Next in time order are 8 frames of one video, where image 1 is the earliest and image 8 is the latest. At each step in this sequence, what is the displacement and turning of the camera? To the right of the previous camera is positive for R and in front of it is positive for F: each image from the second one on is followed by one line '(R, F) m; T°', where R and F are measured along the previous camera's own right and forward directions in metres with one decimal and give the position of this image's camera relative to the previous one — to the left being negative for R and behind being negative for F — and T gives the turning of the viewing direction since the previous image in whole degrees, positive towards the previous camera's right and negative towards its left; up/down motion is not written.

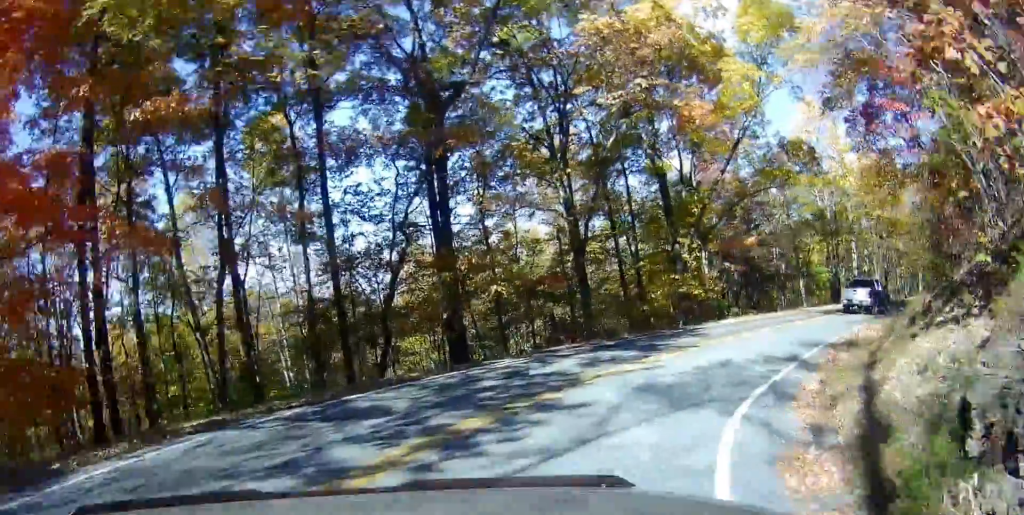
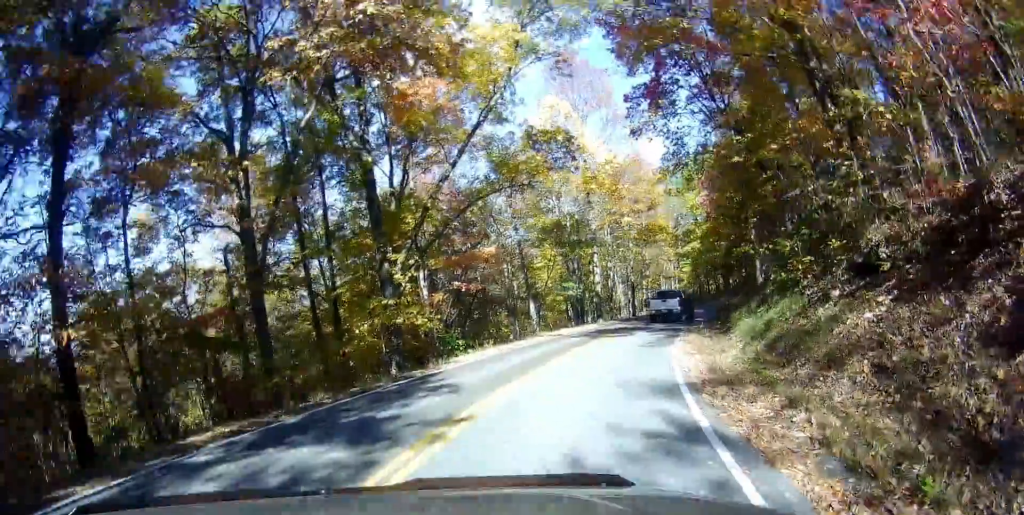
(+2.9, +8.6) m; +33°
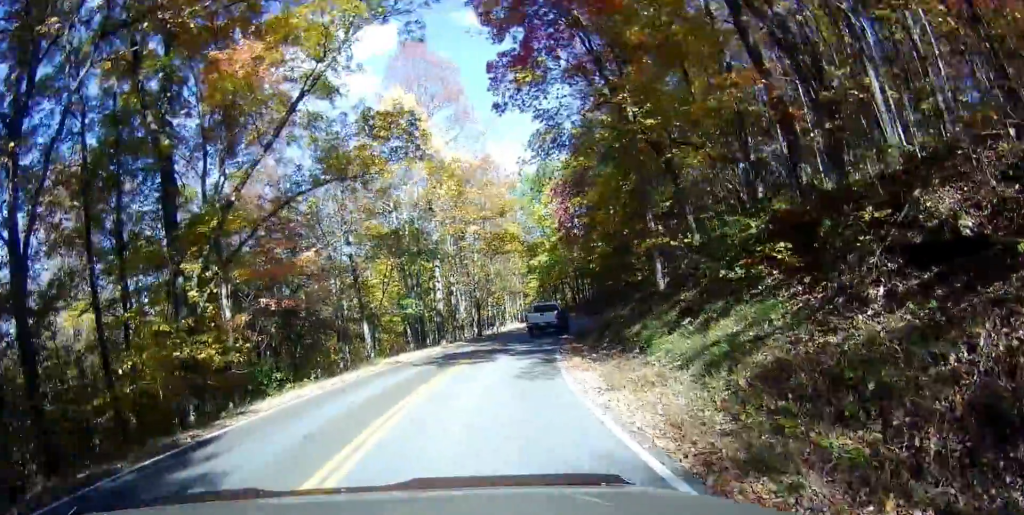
(+1.2, +6.4) m; +12°
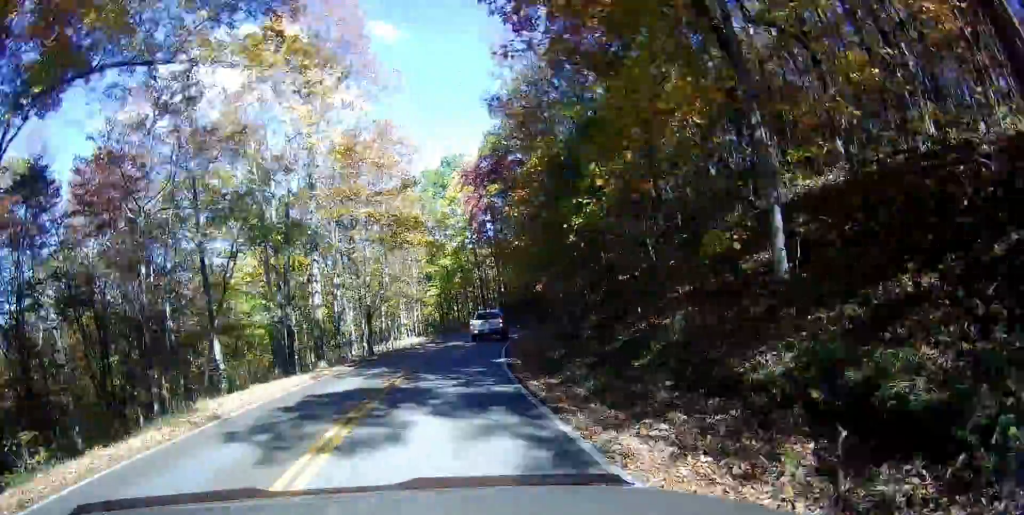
(+0.2, +12.2) m; +11°
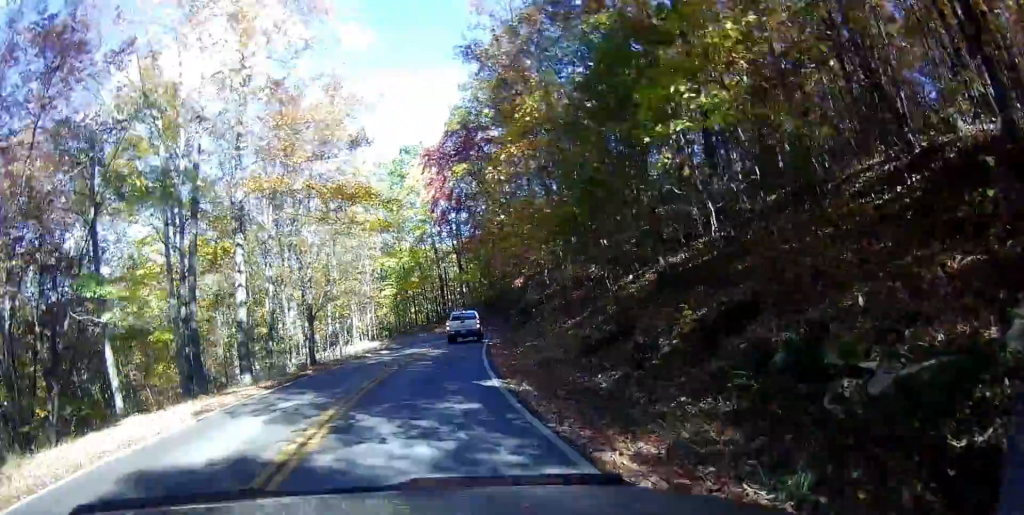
(+1.2, +7.0) m; +11°
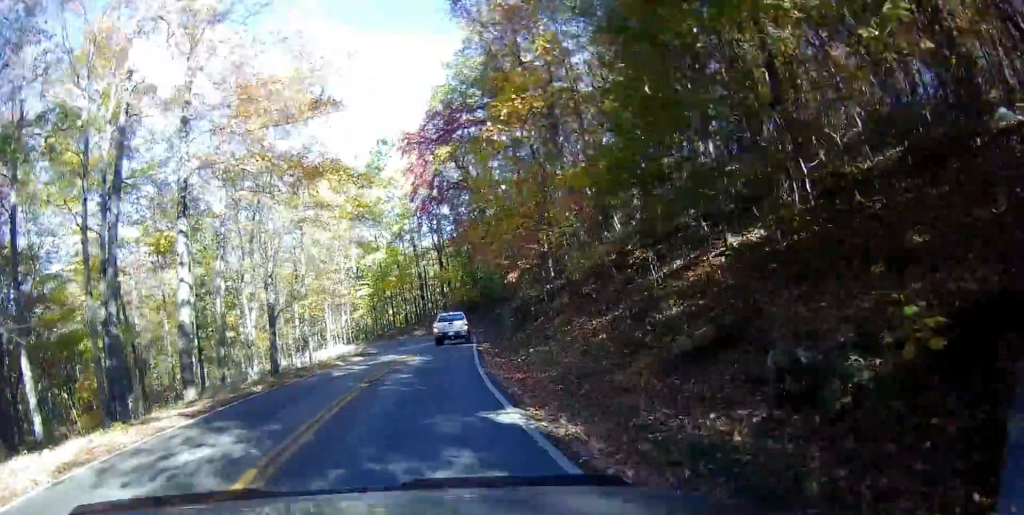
(+0.2, +4.5) m; +3°
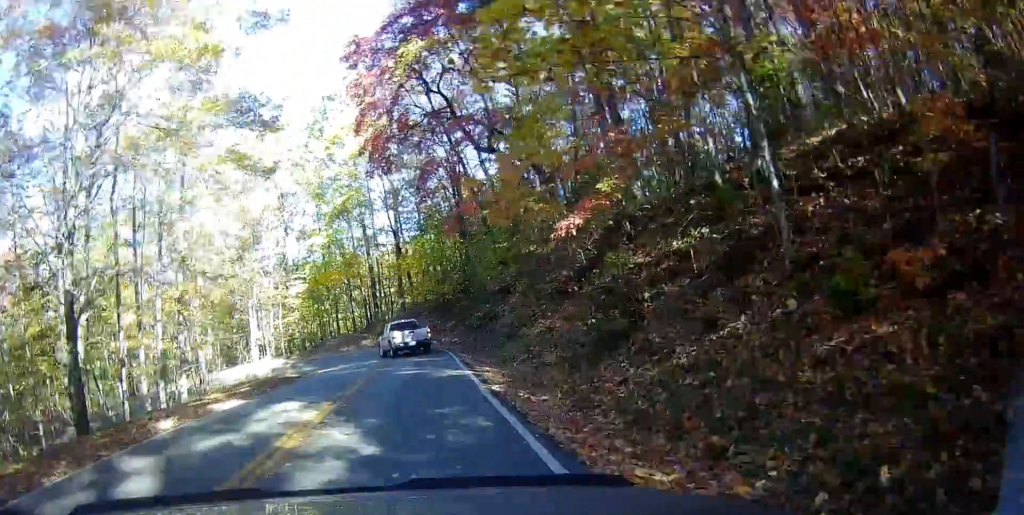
(+1.3, +15.6) m; +9°
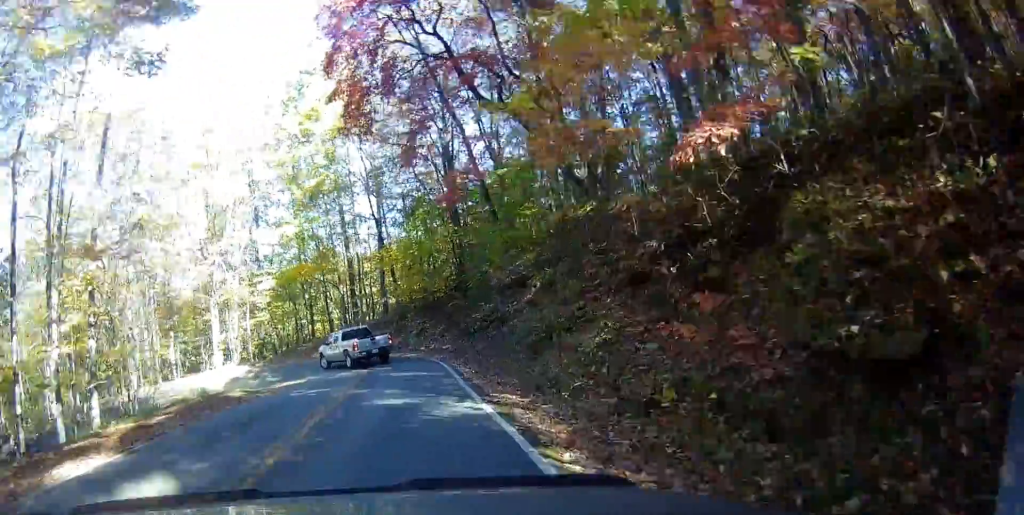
(+0.2, +6.6) m; +2°
